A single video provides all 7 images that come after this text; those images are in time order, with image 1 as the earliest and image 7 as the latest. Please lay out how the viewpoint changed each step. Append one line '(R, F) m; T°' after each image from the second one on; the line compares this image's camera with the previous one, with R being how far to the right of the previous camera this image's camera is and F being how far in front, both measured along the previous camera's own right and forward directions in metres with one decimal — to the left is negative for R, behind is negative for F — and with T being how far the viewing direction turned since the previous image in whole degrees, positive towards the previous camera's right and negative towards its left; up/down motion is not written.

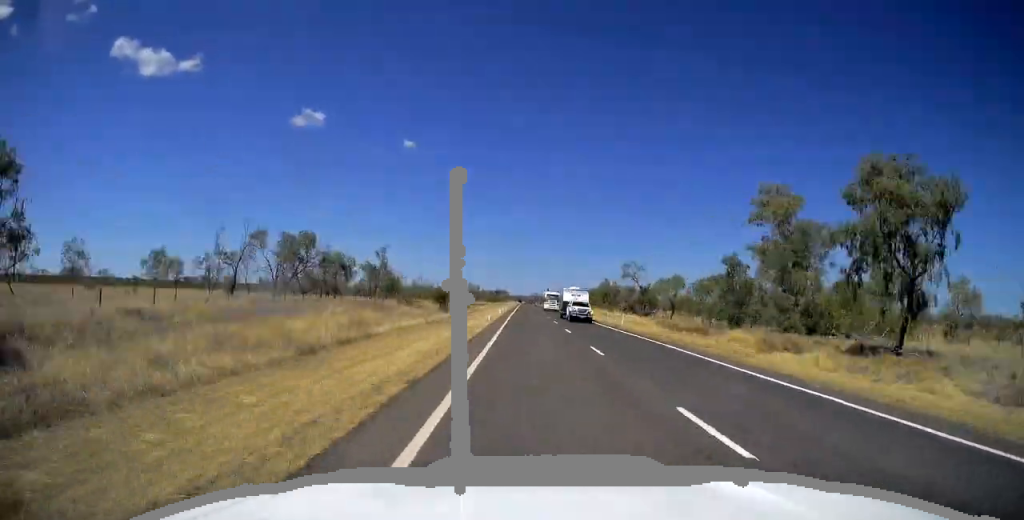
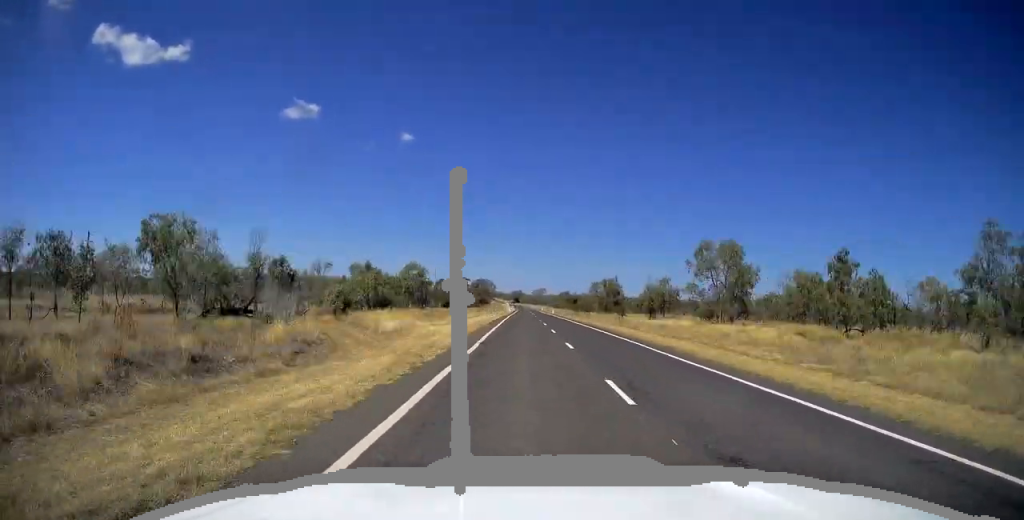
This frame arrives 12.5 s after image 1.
(0.0, +350.9) m; 0°
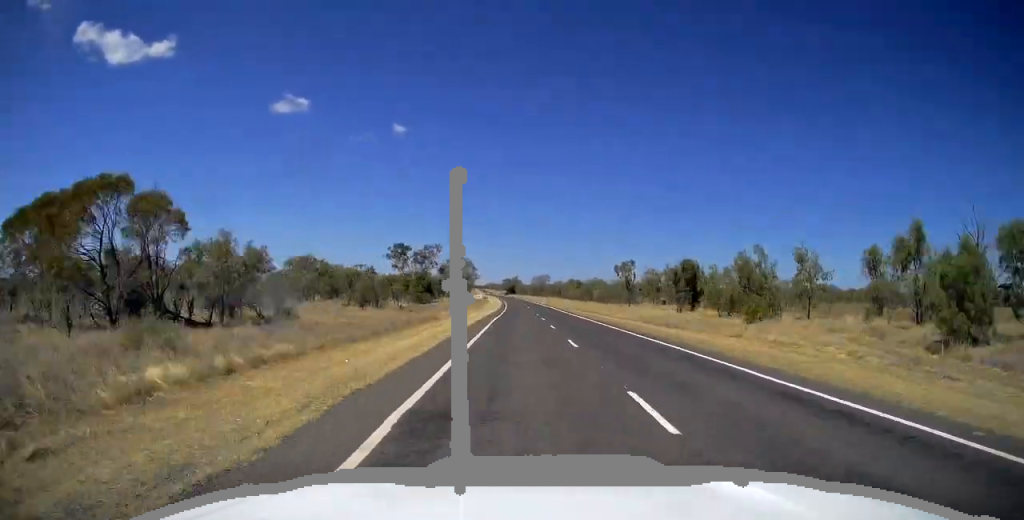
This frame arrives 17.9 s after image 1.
(-0.6, +152.8) m; -1°
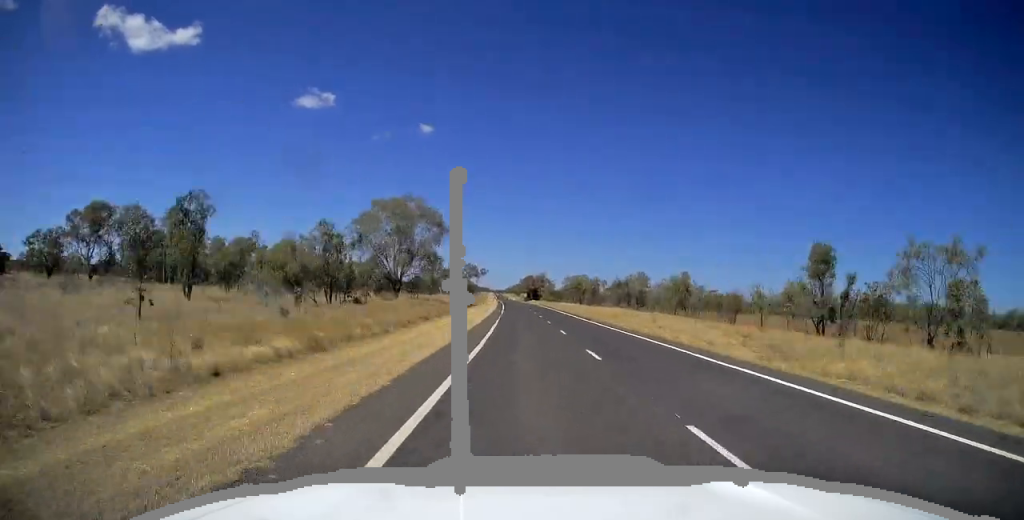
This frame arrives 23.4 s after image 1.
(-0.1, +152.7) m; -1°
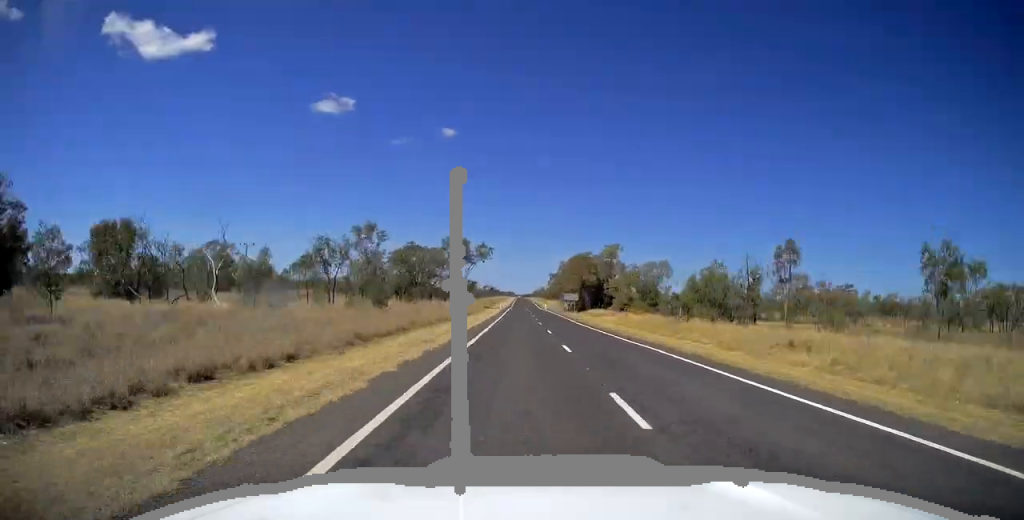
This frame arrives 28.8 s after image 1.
(-4.1, +152.6) m; -1°
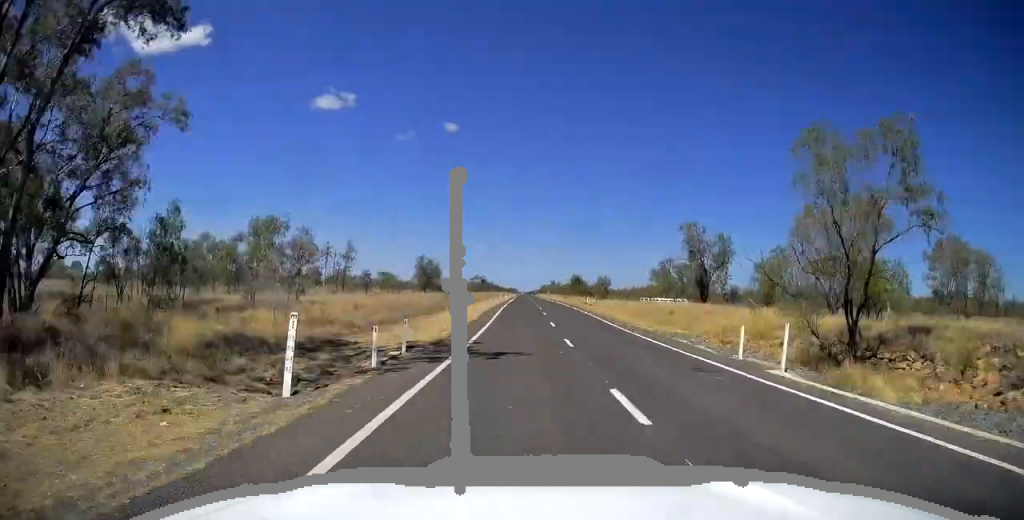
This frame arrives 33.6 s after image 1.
(-1.3, +134.7) m; -1°
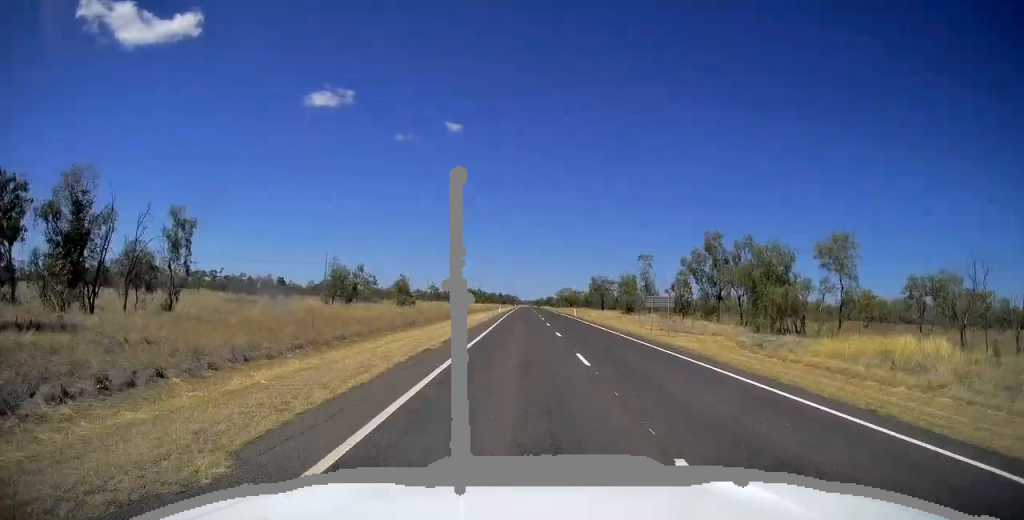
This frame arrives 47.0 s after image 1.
(-1.3, +377.4) m; 0°
